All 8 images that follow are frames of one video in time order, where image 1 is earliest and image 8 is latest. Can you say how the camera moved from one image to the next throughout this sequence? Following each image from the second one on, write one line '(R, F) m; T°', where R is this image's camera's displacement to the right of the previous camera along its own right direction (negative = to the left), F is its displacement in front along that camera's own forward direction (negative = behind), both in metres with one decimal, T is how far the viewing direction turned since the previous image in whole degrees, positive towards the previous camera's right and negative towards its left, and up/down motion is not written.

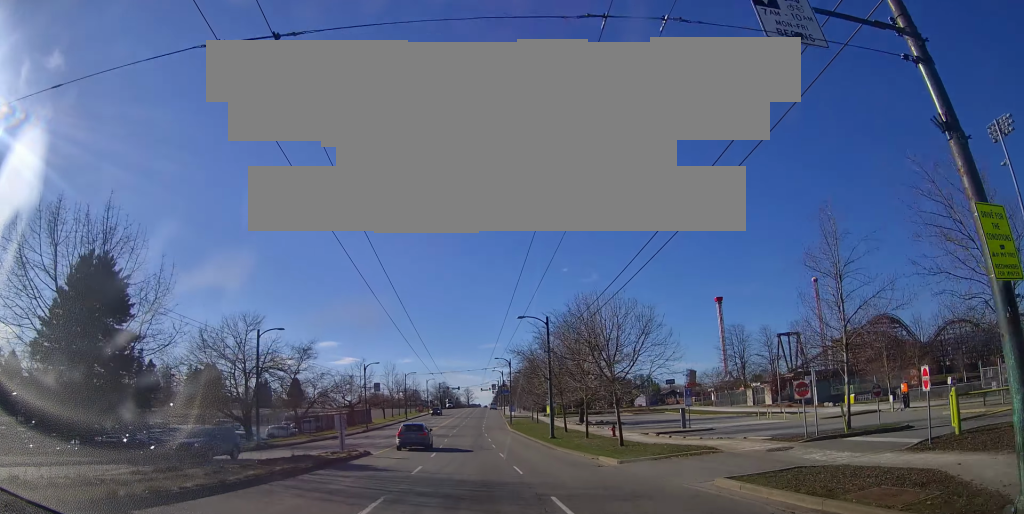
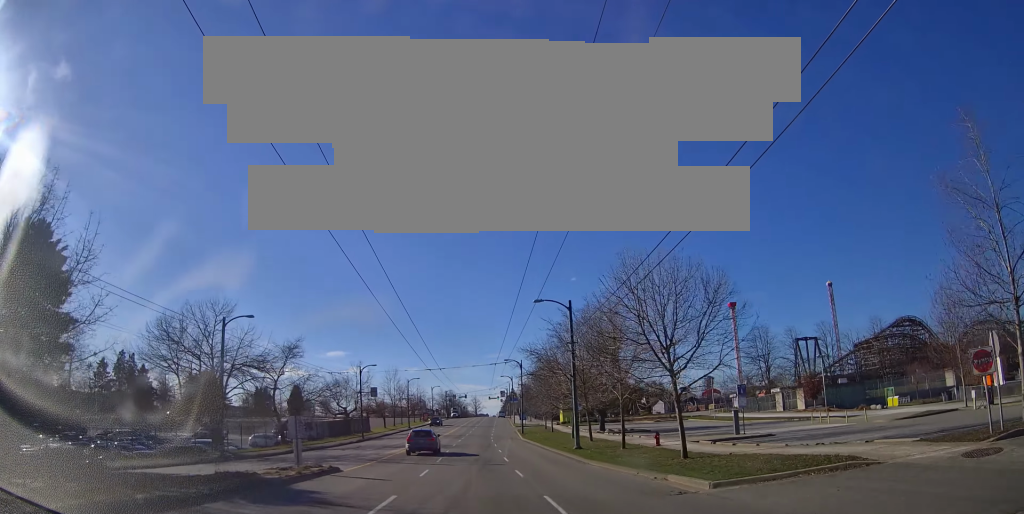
(-0.1, +7.9) m; -1°
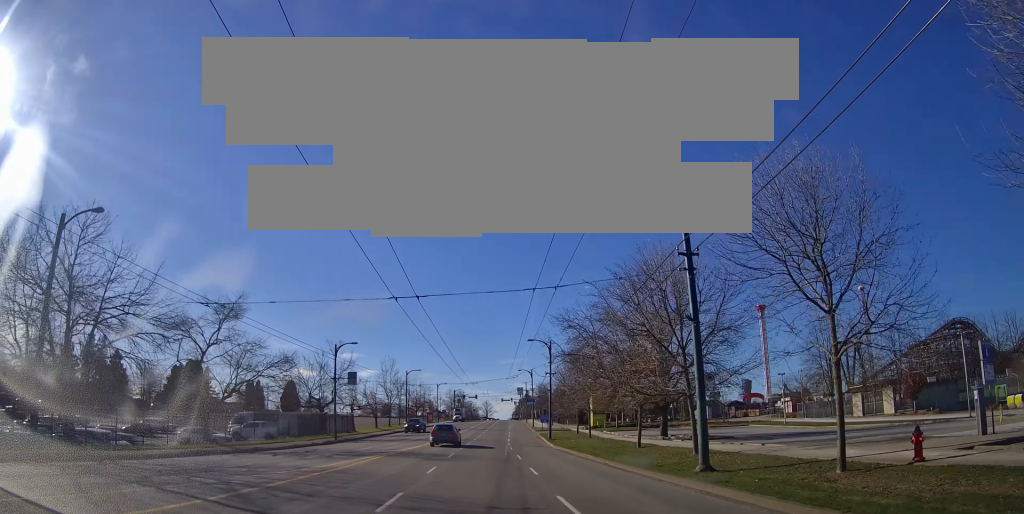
(+0.2, +18.7) m; +2°
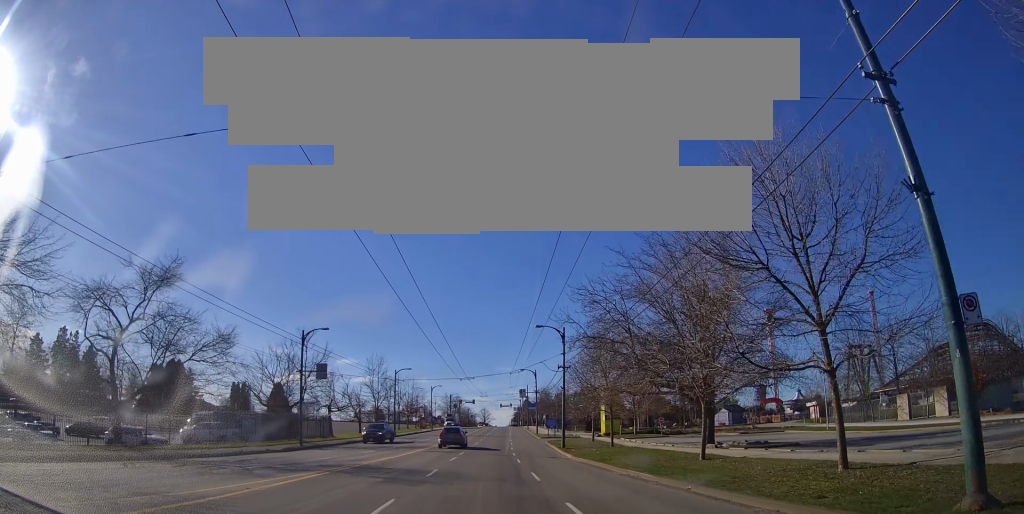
(+0.4, +10.3) m; 0°
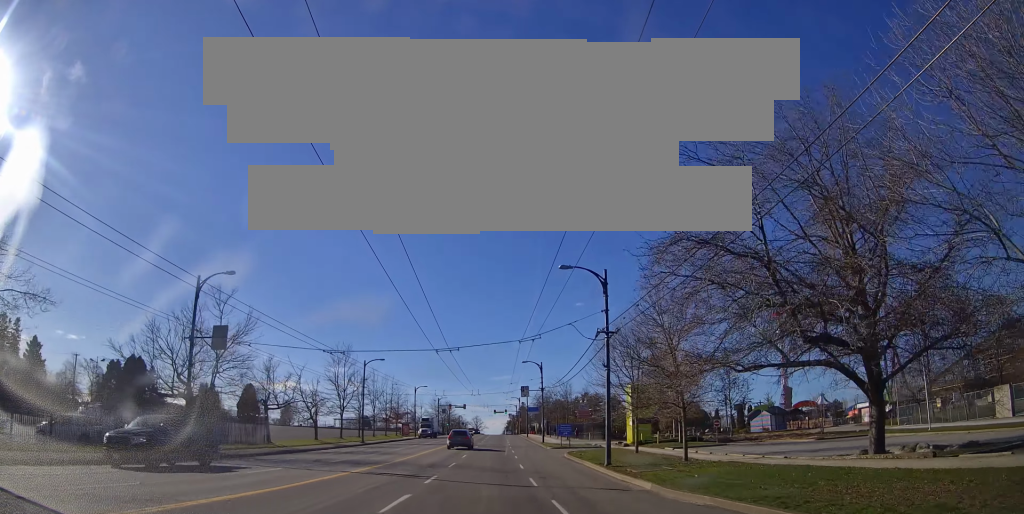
(-0.5, +17.2) m; -2°
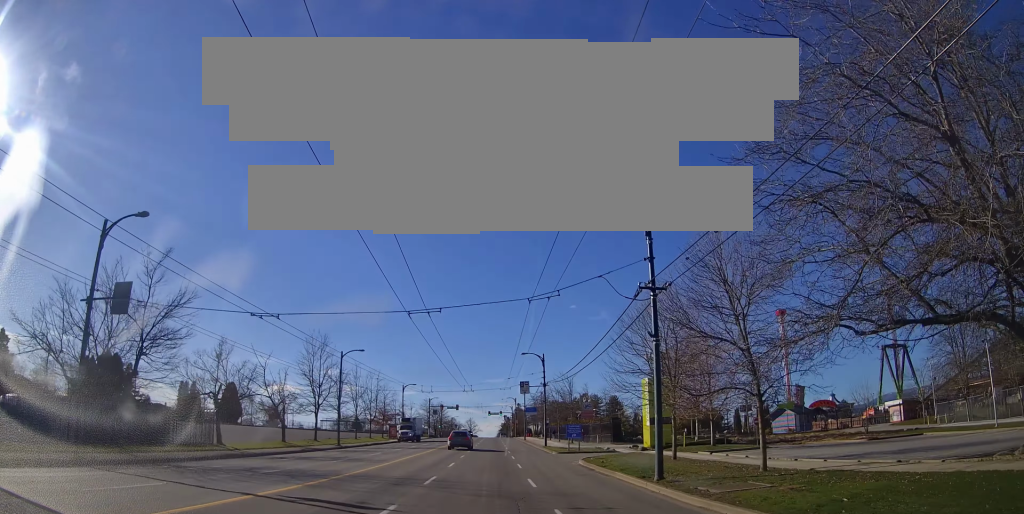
(0.0, +8.1) m; +1°
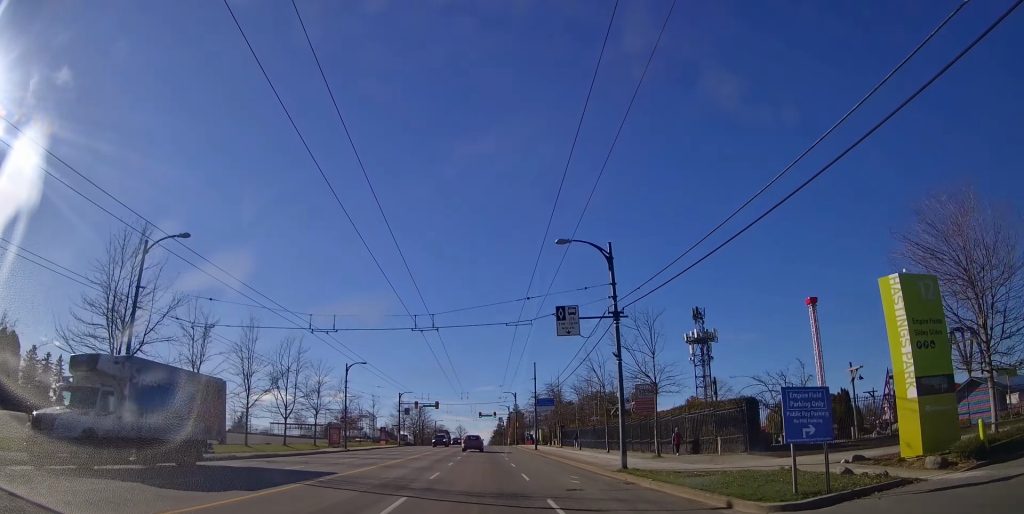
(+1.2, +34.3) m; +3°
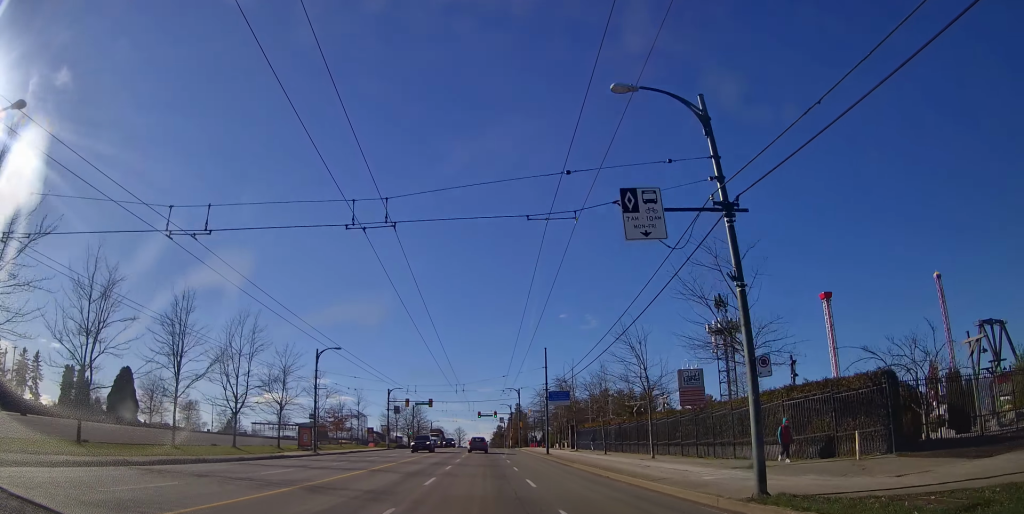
(0.0, +11.5) m; 0°
